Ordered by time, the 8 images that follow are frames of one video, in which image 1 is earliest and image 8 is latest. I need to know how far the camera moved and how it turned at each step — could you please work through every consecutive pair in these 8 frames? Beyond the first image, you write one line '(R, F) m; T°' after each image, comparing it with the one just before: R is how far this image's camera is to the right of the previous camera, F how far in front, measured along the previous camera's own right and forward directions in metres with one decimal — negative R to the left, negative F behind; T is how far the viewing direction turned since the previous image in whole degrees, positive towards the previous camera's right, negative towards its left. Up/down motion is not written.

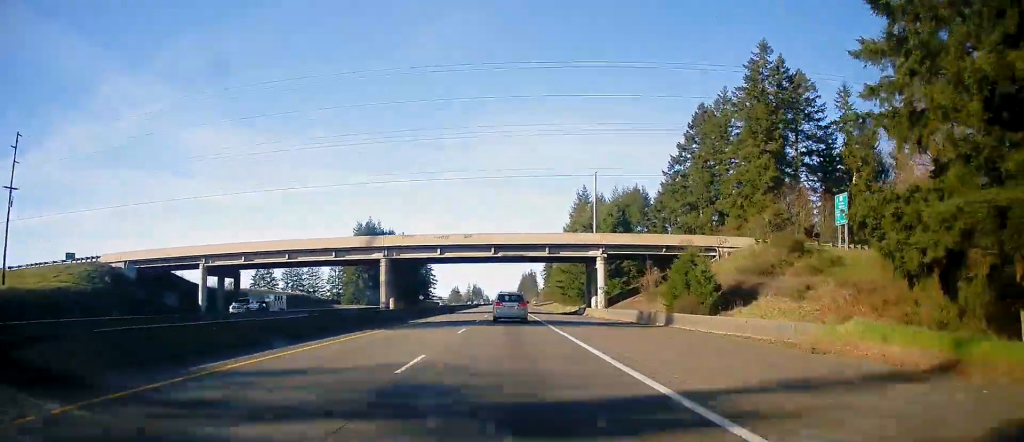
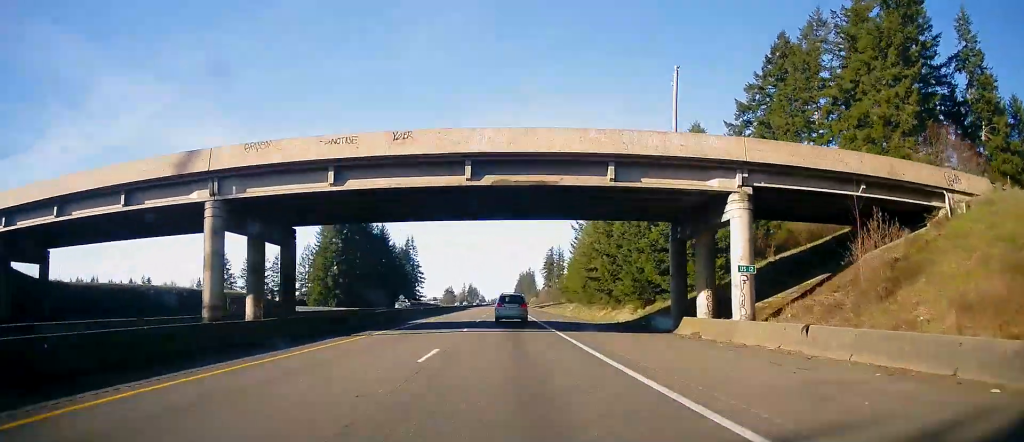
(0.0, +34.1) m; 0°
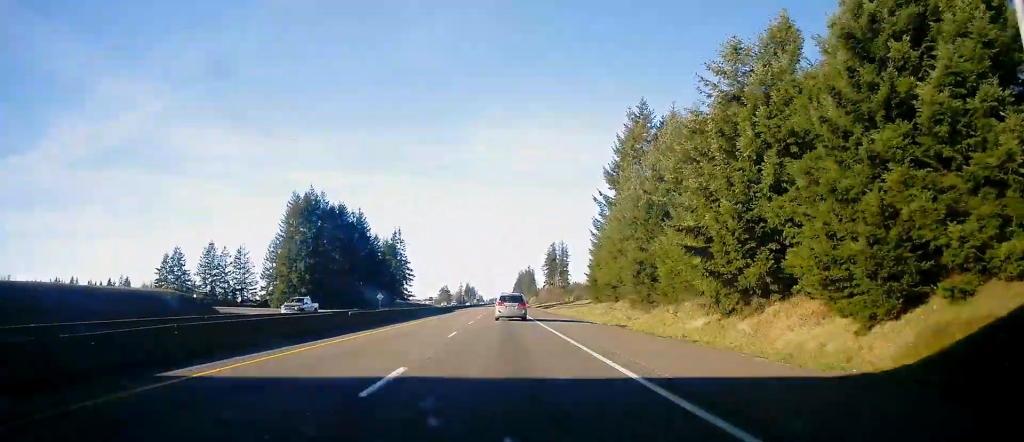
(0.0, +28.6) m; 0°
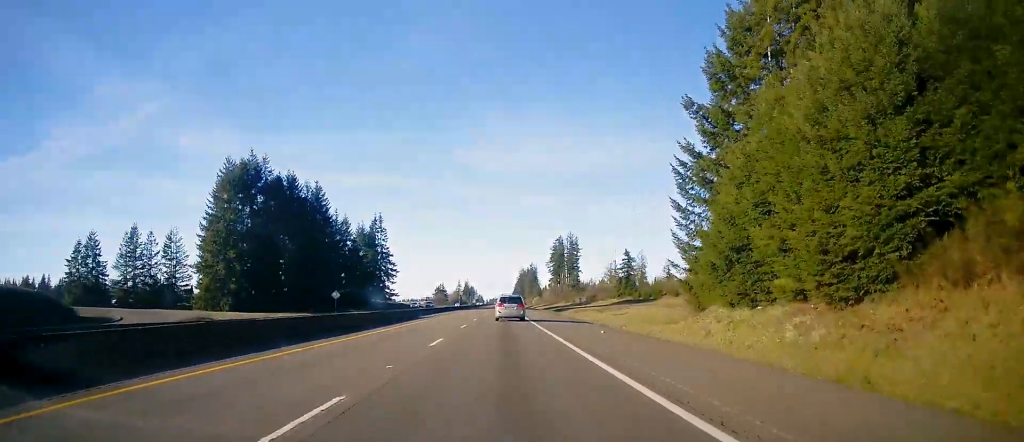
(0.0, +39.6) m; 0°
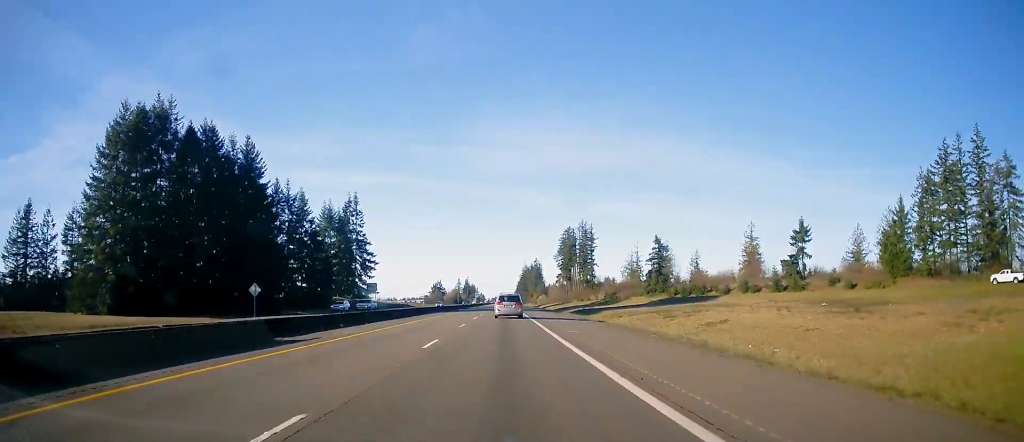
(0.0, +37.5) m; 0°
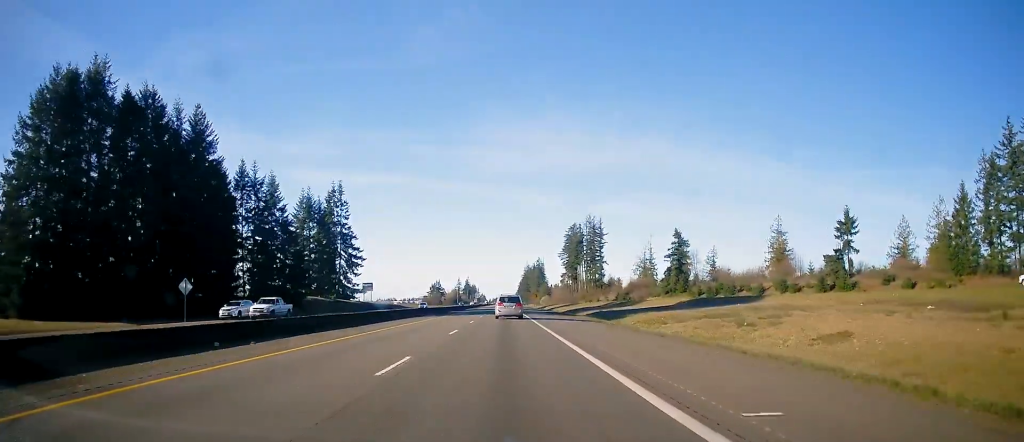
(0.0, +17.7) m; 0°
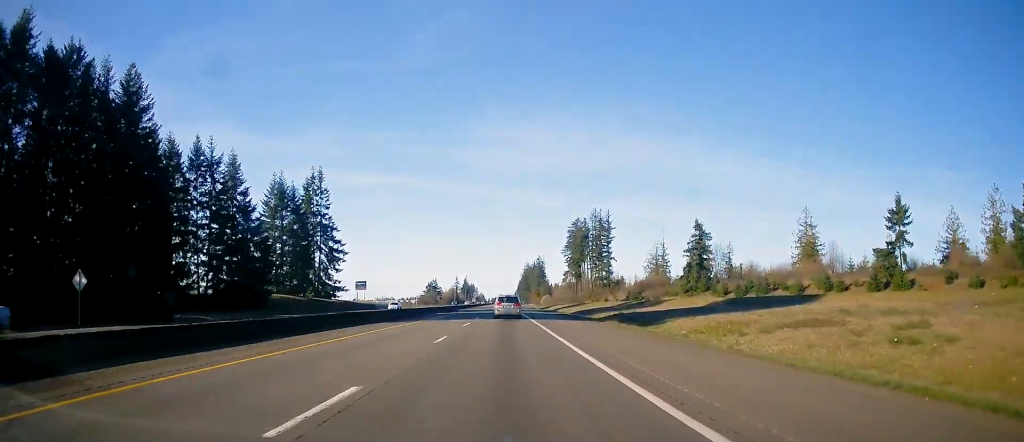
(0.0, +16.6) m; 0°
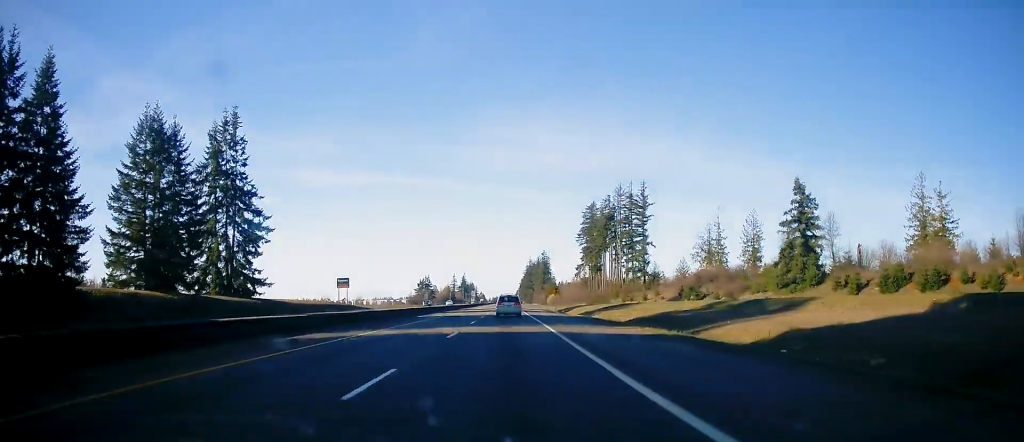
(0.0, +46.6) m; 0°
